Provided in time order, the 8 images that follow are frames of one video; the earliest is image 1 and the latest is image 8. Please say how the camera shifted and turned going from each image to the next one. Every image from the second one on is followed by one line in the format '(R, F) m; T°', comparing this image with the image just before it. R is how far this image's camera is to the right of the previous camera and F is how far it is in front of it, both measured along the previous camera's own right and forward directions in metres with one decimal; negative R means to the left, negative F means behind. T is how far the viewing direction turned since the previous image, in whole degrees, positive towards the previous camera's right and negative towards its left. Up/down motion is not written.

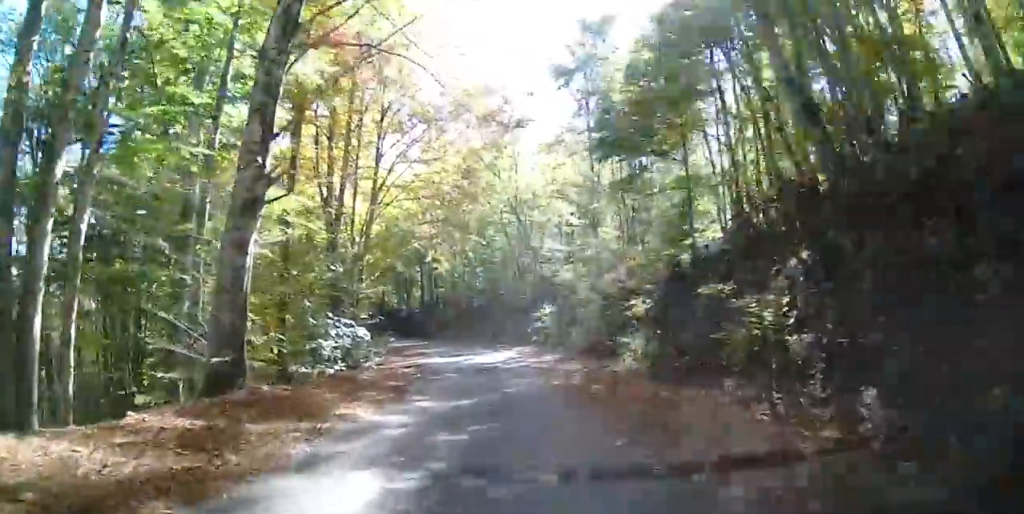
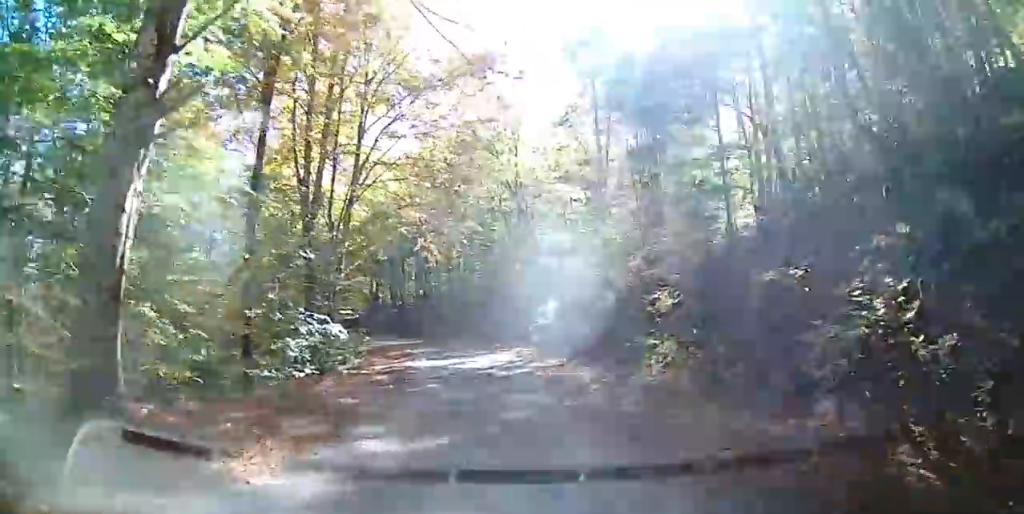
(-0.2, +3.2) m; -1°
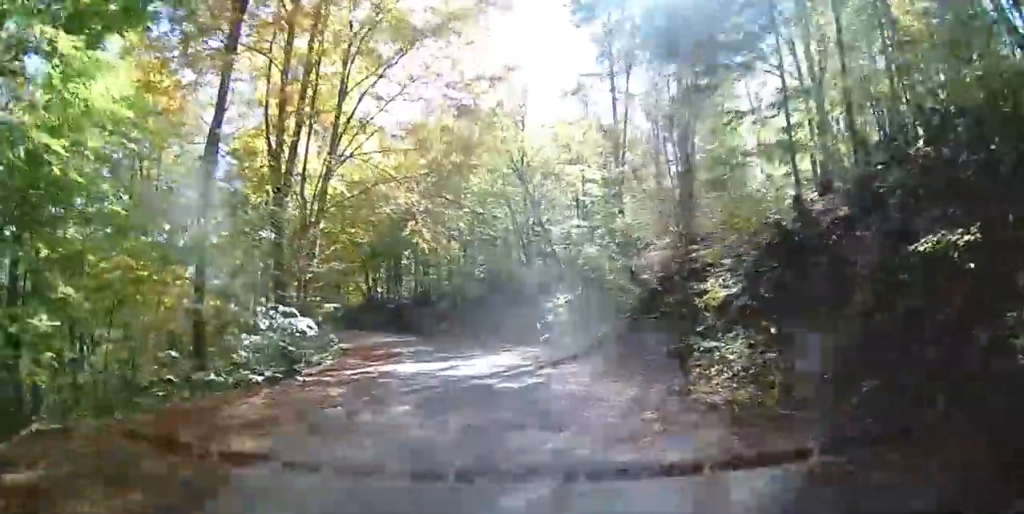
(0.0, +3.9) m; 0°
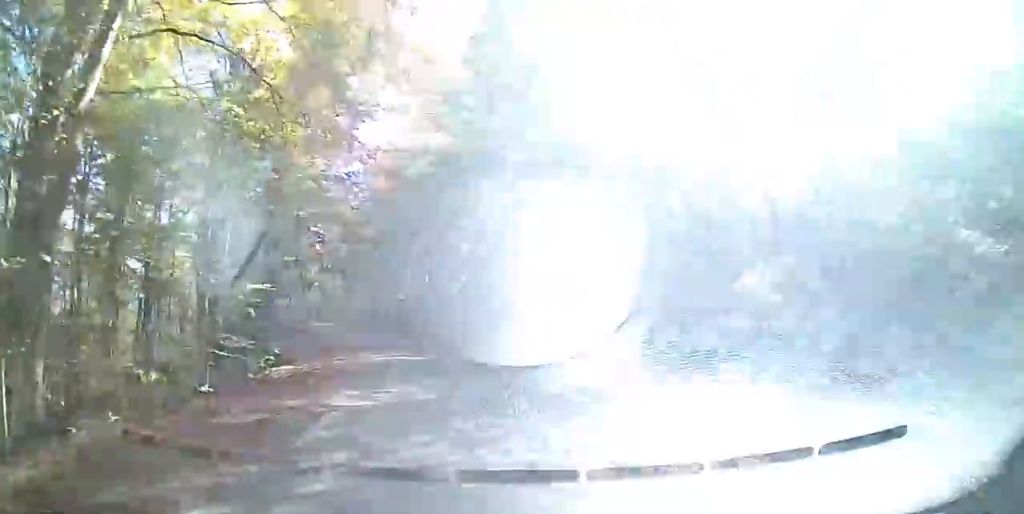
(-0.1, +15.1) m; -3°
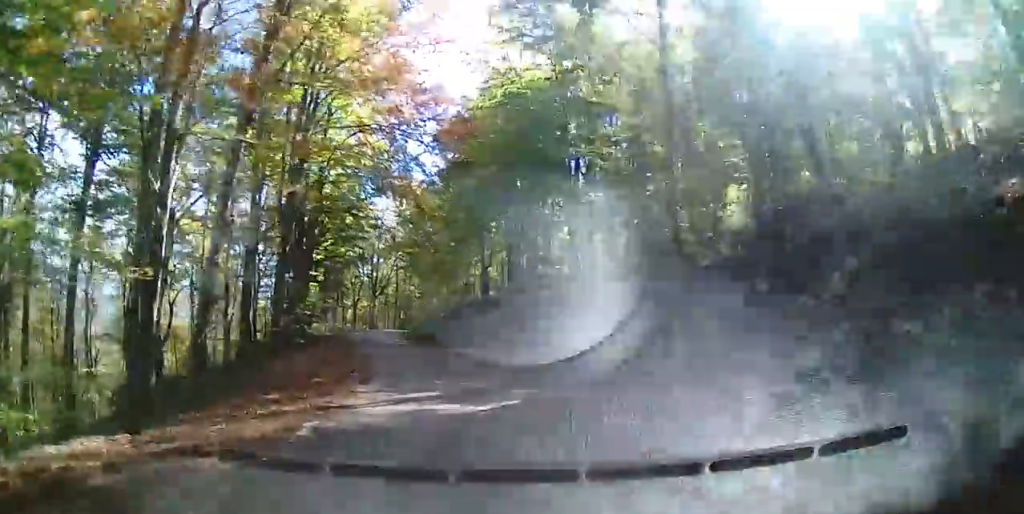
(-0.5, +10.3) m; -7°
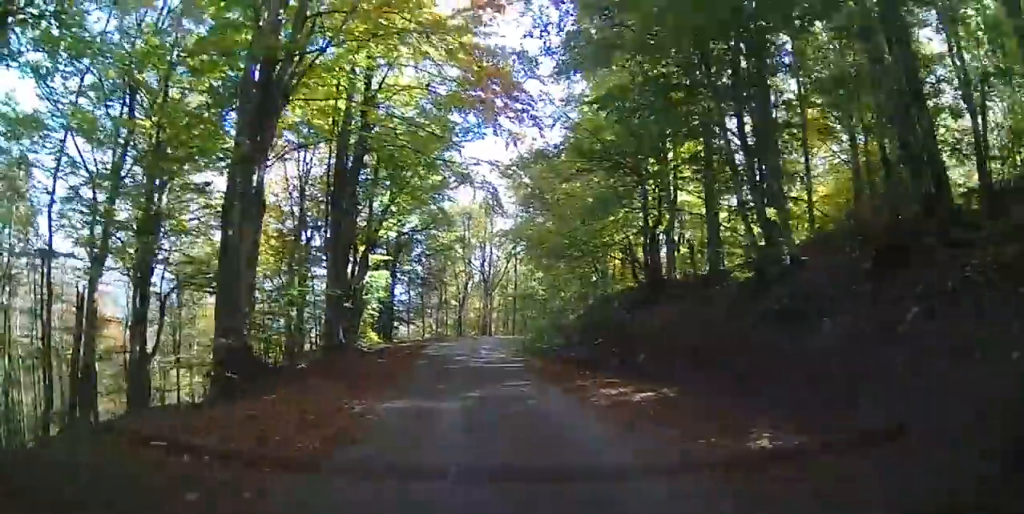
(-0.7, +12.9) m; -8°
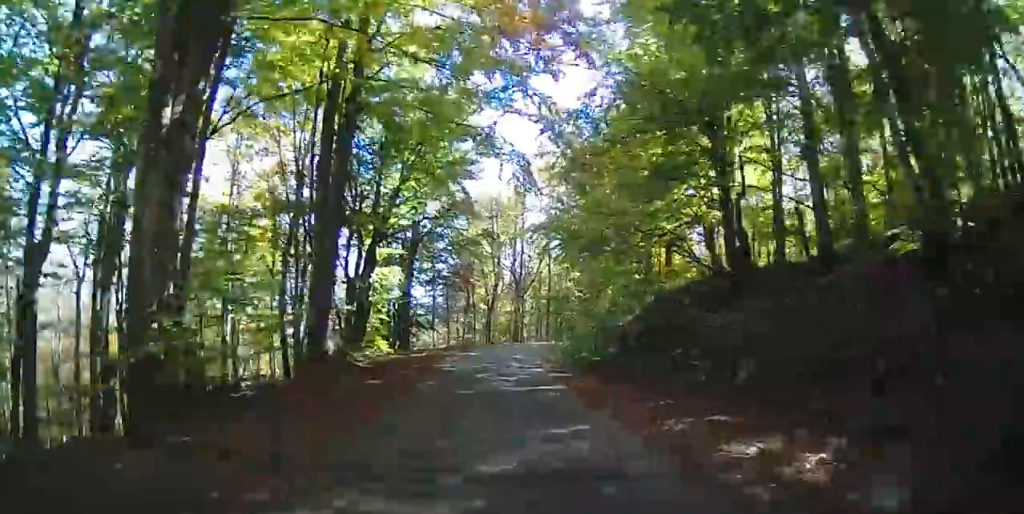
(-0.4, +4.7) m; -3°
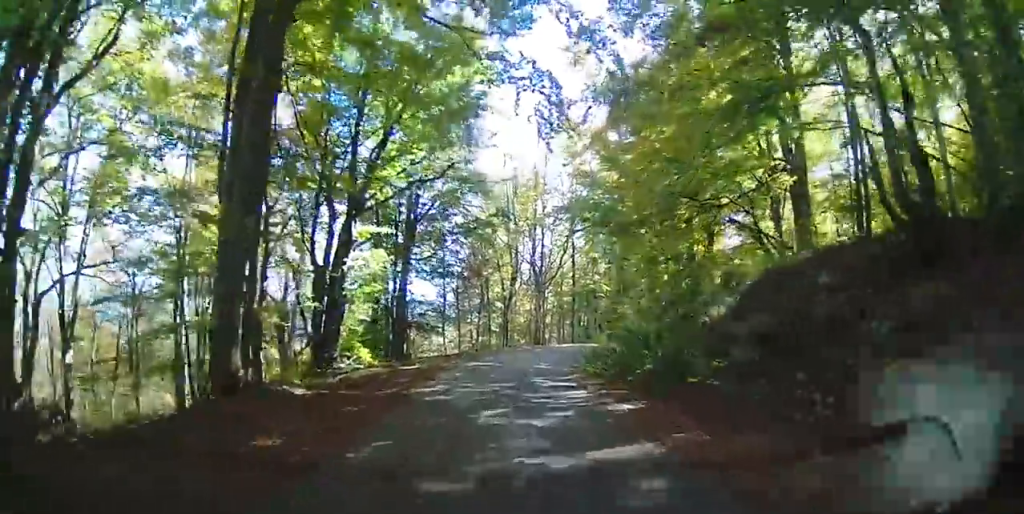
(-0.2, +6.1) m; -2°
